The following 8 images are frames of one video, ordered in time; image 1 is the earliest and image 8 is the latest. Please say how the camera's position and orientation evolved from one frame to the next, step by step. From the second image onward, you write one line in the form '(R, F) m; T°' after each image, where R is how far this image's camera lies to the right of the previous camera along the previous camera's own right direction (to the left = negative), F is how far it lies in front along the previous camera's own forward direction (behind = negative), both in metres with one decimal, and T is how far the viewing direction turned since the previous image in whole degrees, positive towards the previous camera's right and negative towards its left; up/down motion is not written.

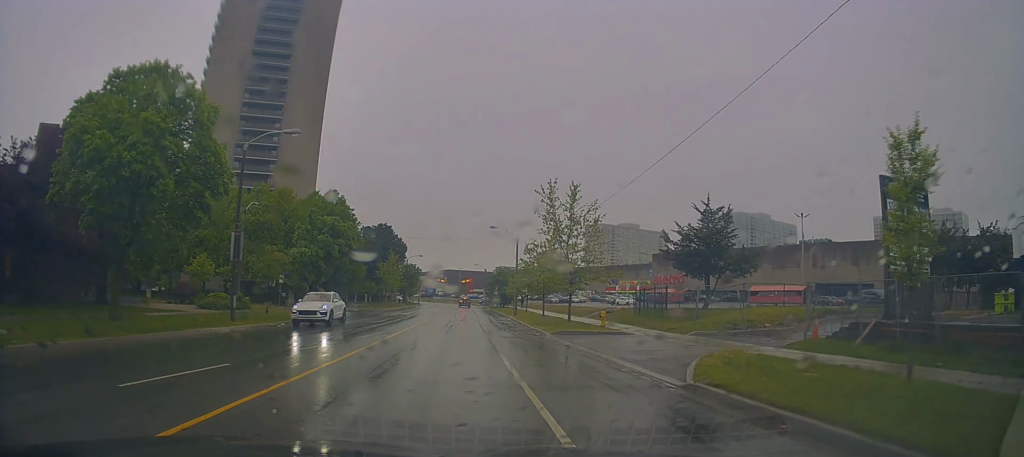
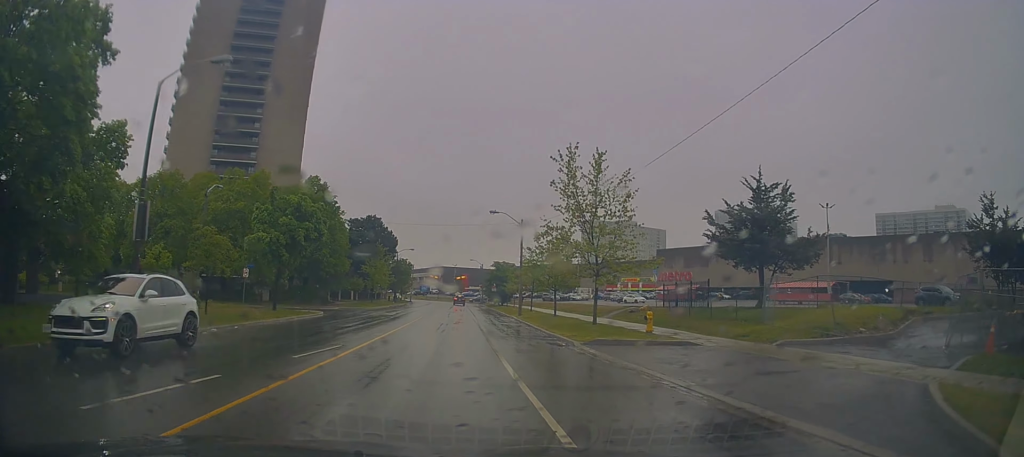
(-0.2, +7.8) m; 0°
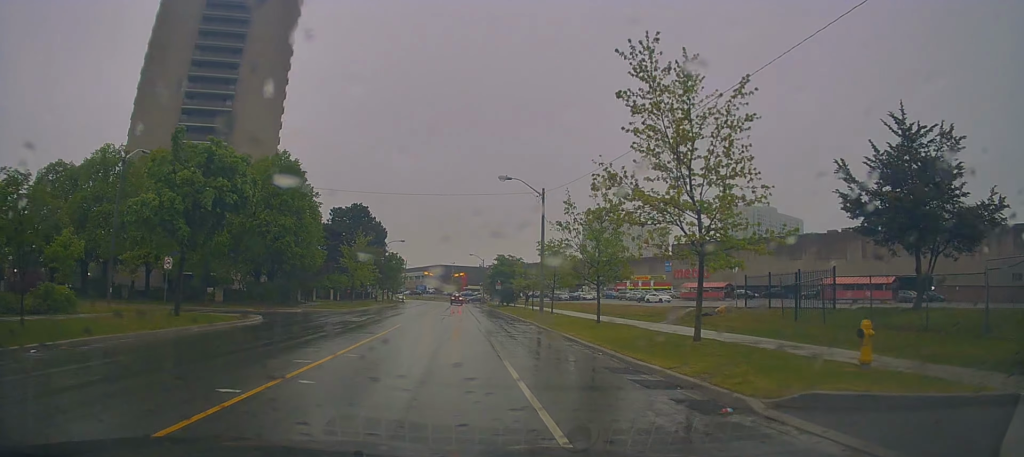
(+0.3, +12.2) m; -1°
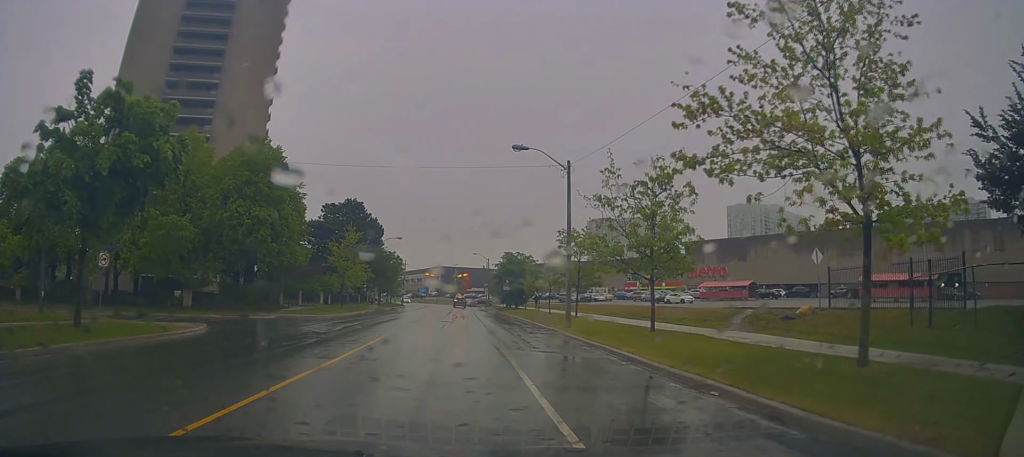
(-0.2, +7.2) m; -2°
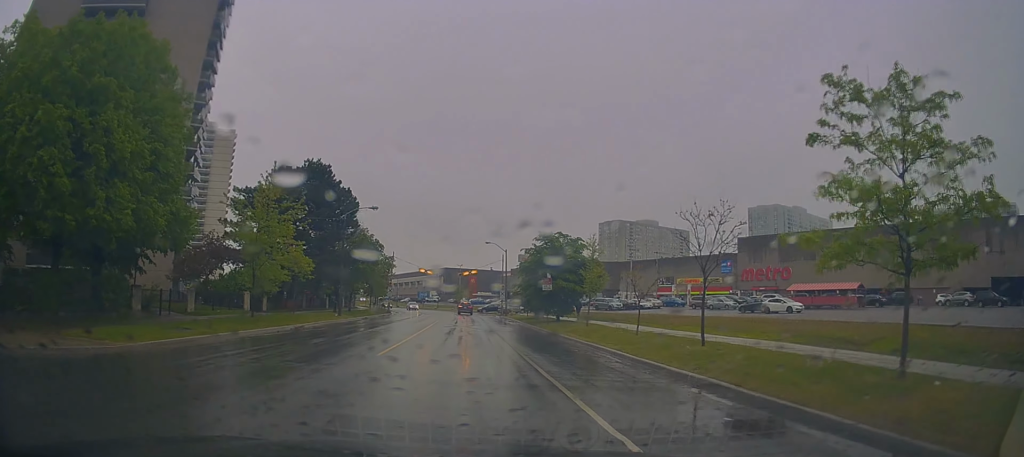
(+0.7, +25.0) m; +2°
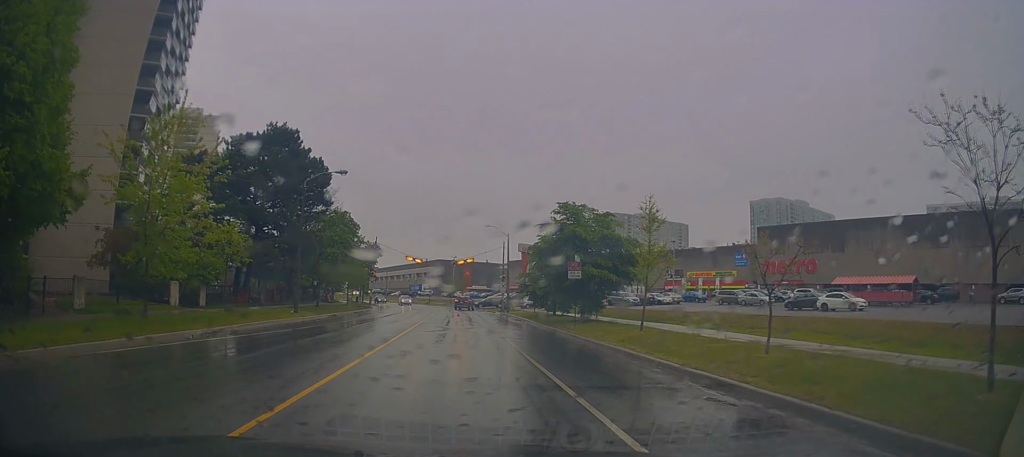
(-0.2, +10.1) m; 0°
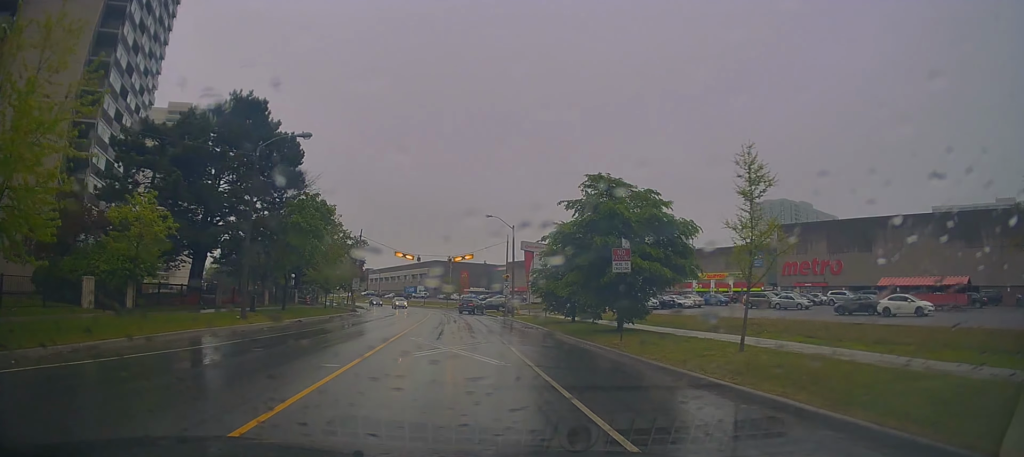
(+0.2, +8.0) m; 0°
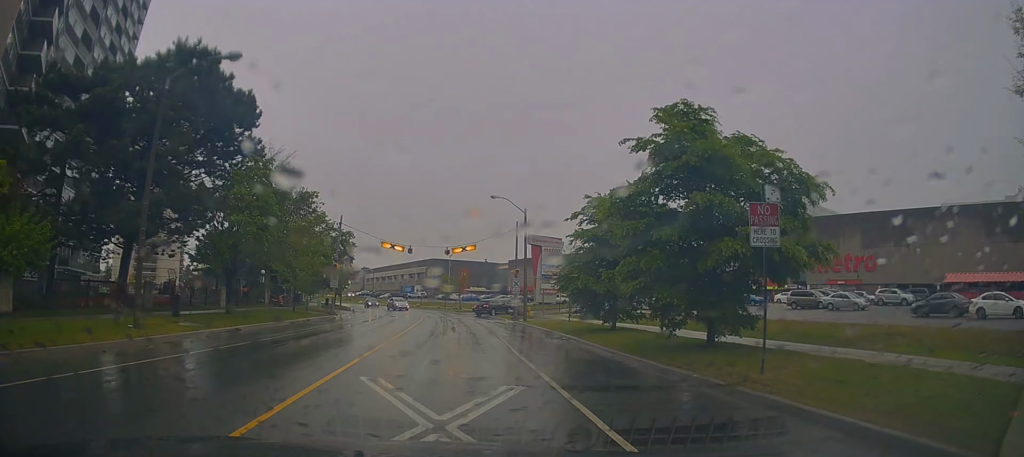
(-0.2, +9.3) m; 0°
